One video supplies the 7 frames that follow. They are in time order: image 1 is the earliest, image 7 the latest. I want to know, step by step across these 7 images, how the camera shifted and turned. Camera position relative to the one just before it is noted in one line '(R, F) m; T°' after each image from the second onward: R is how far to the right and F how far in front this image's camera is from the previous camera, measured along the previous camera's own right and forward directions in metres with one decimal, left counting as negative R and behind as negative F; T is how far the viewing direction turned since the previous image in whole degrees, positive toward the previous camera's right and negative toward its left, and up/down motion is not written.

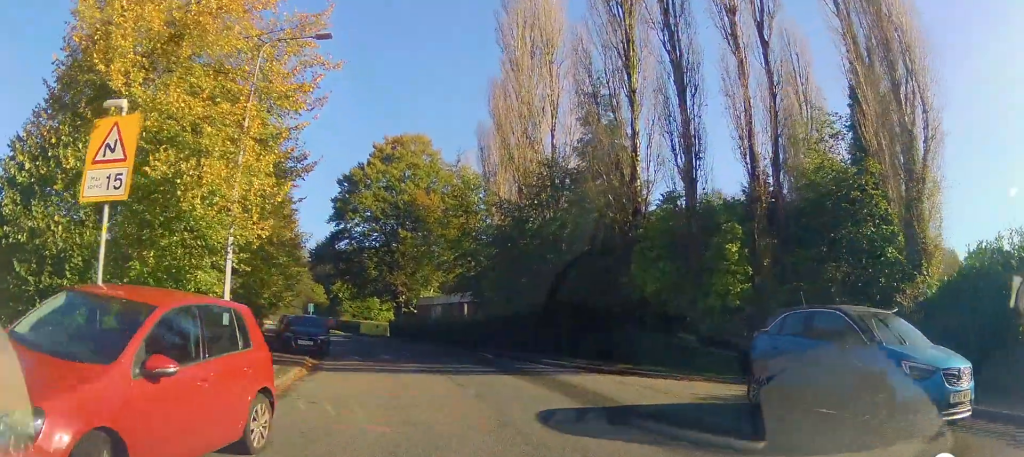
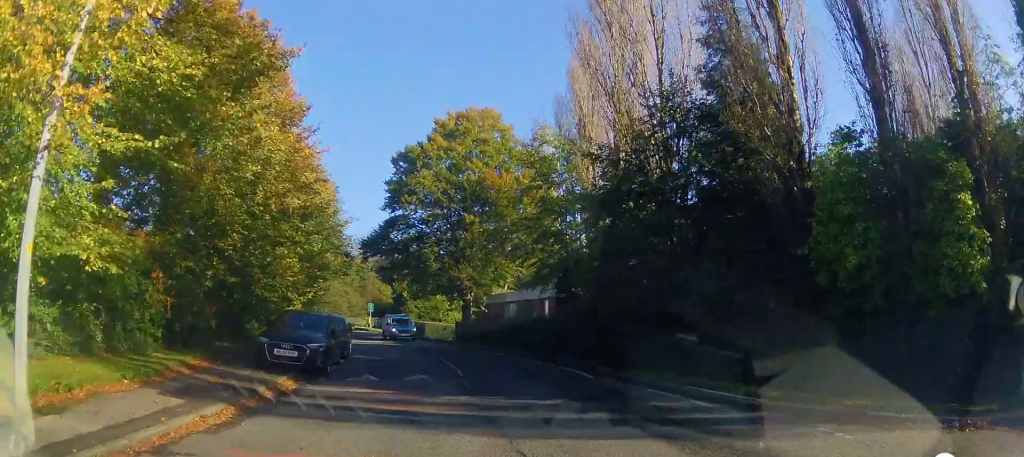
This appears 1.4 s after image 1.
(-0.1, +7.7) m; -4°
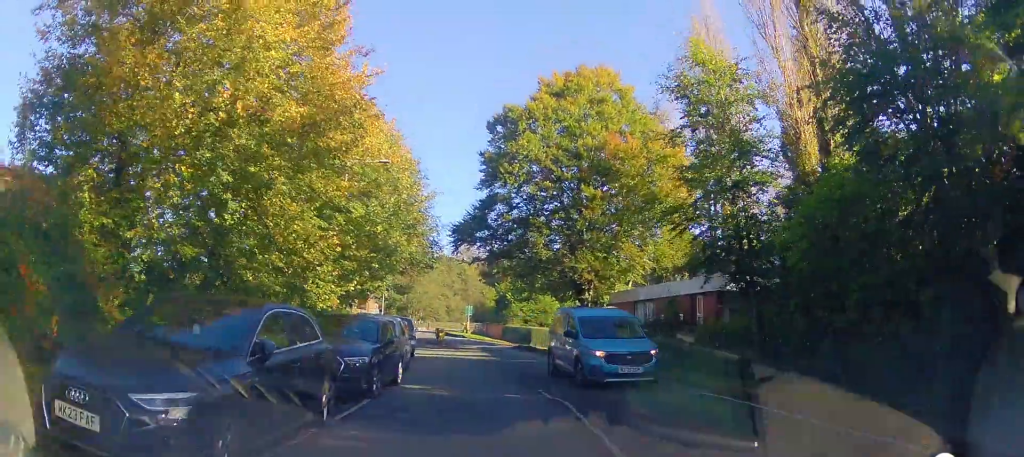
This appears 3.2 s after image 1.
(-0.5, +9.2) m; -6°
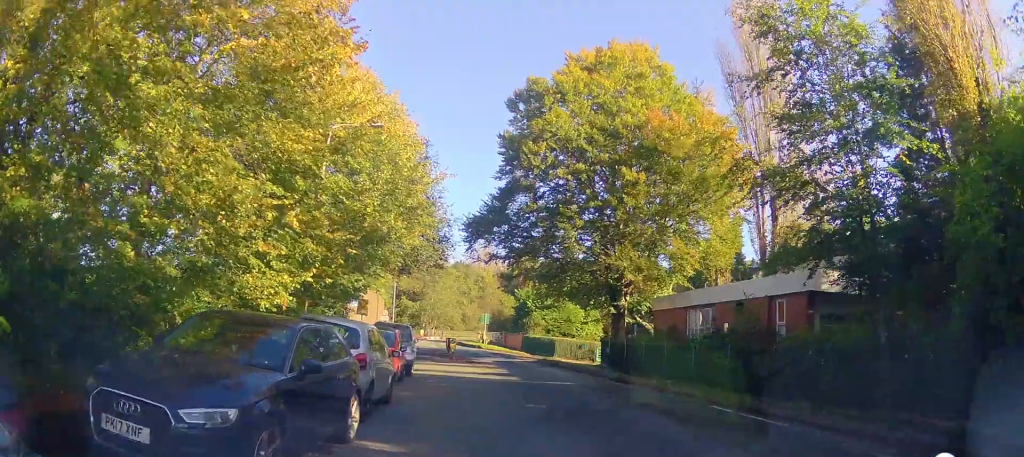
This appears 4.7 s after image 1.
(-0.2, +6.5) m; -6°
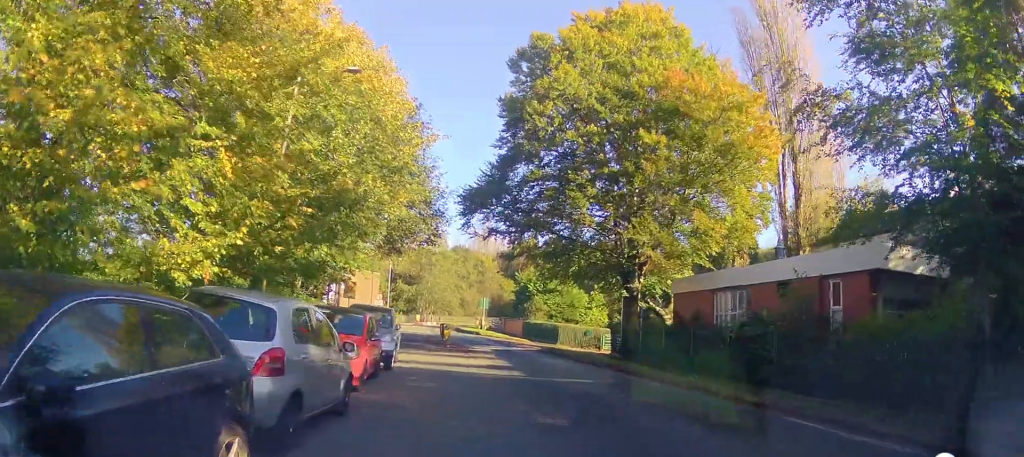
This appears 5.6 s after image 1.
(-0.2, +3.7) m; -4°
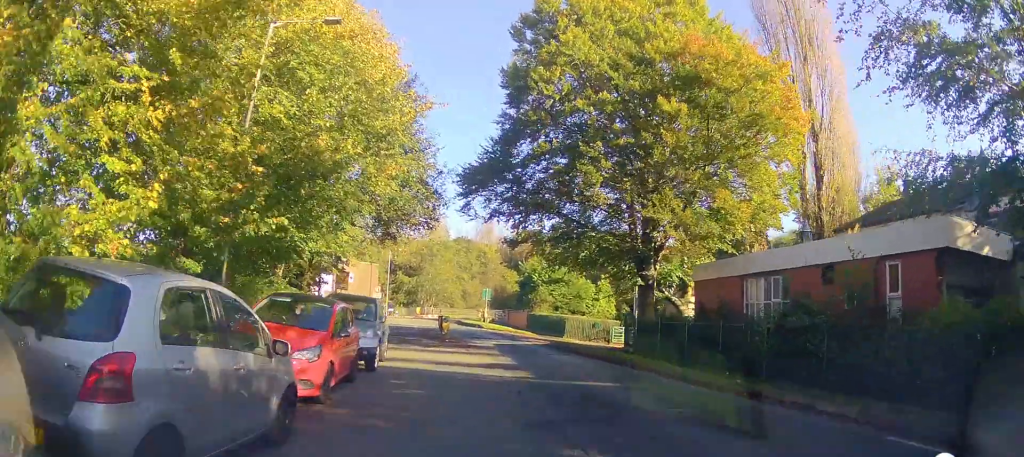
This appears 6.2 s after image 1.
(0.0, +2.6) m; +1°
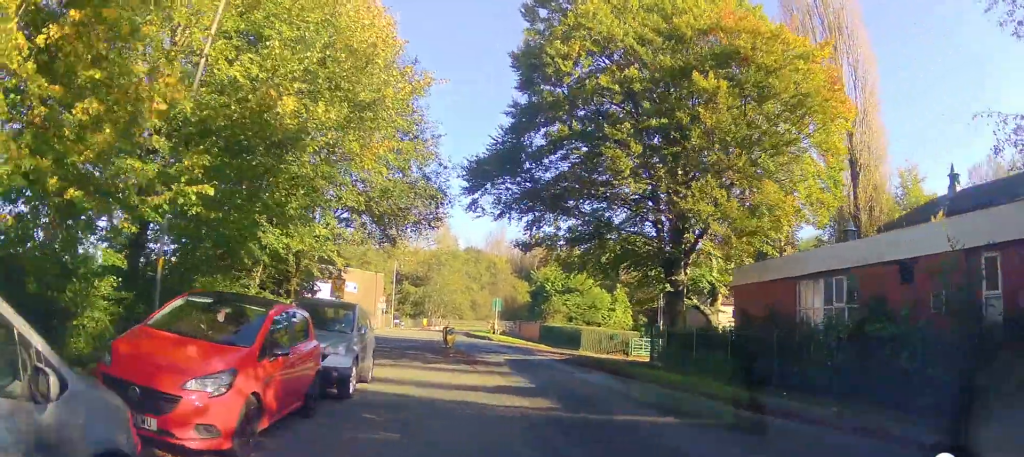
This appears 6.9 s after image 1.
(0.0, +3.0) m; +1°
